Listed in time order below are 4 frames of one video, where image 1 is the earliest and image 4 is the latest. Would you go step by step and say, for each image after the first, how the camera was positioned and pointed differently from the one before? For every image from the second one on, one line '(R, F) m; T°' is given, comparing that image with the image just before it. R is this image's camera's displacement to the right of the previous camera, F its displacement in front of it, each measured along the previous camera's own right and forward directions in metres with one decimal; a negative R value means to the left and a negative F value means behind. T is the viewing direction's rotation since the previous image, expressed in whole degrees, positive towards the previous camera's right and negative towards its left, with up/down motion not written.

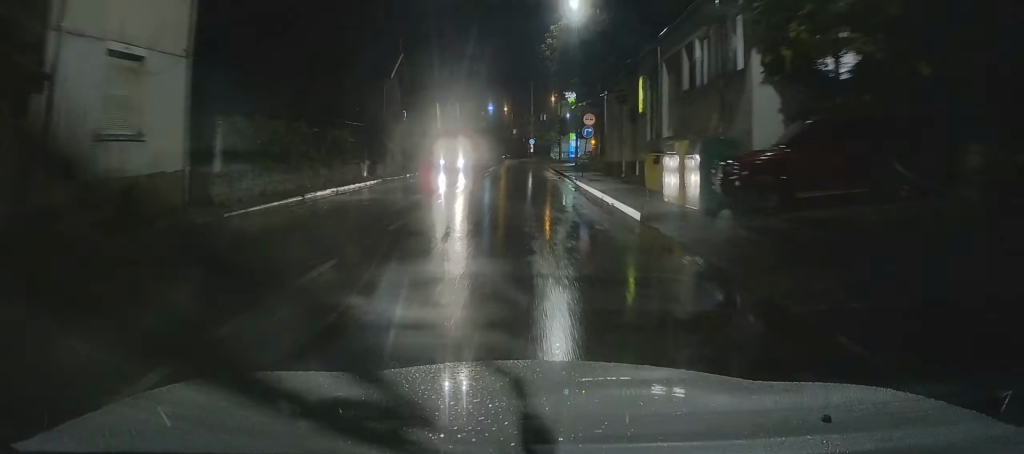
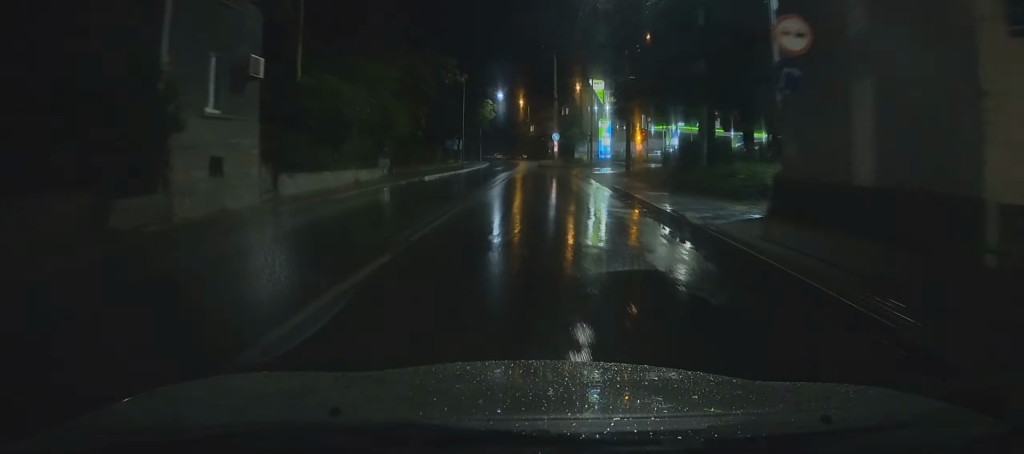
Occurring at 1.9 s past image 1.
(-0.2, +23.7) m; 0°
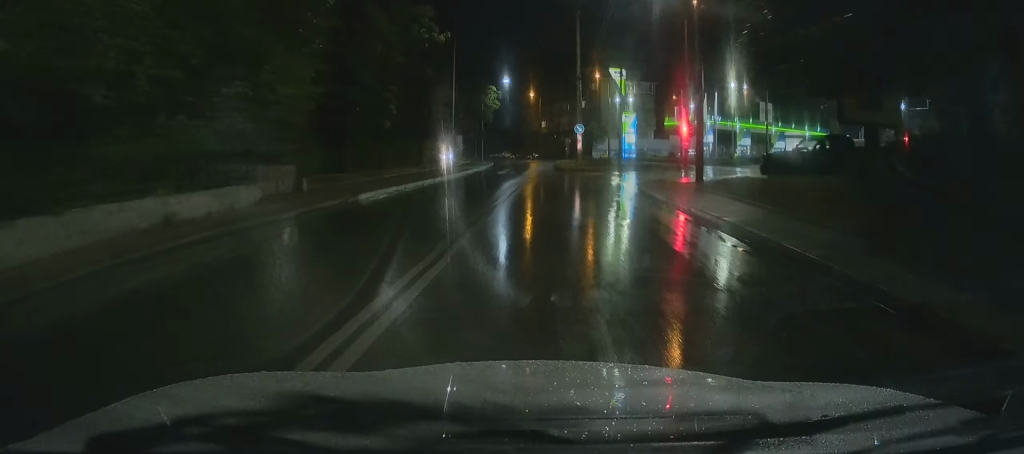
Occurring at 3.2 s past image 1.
(0.0, +15.2) m; -1°
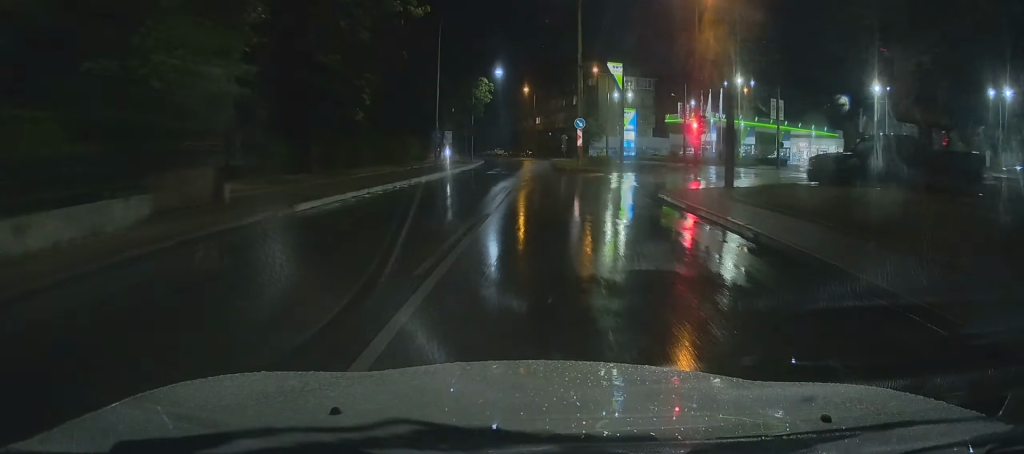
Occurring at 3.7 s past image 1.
(0.0, +4.9) m; 0°
